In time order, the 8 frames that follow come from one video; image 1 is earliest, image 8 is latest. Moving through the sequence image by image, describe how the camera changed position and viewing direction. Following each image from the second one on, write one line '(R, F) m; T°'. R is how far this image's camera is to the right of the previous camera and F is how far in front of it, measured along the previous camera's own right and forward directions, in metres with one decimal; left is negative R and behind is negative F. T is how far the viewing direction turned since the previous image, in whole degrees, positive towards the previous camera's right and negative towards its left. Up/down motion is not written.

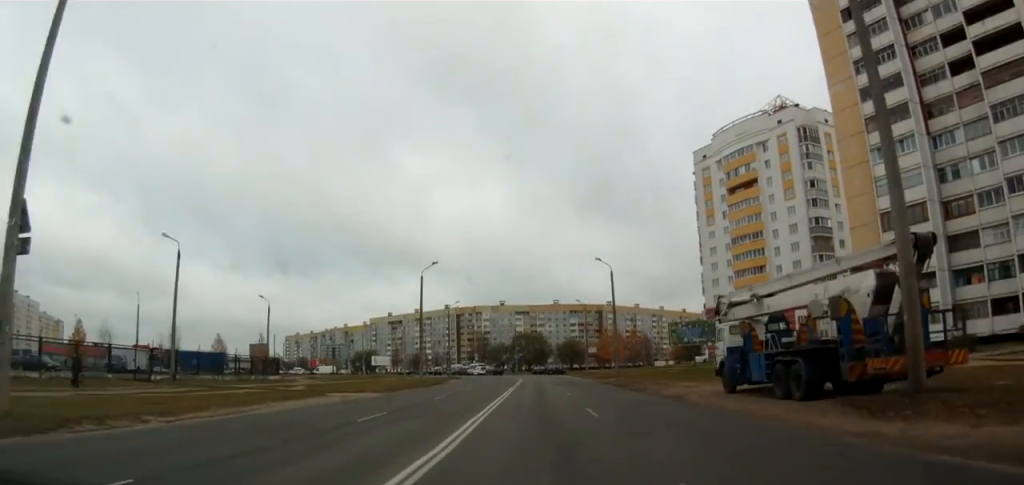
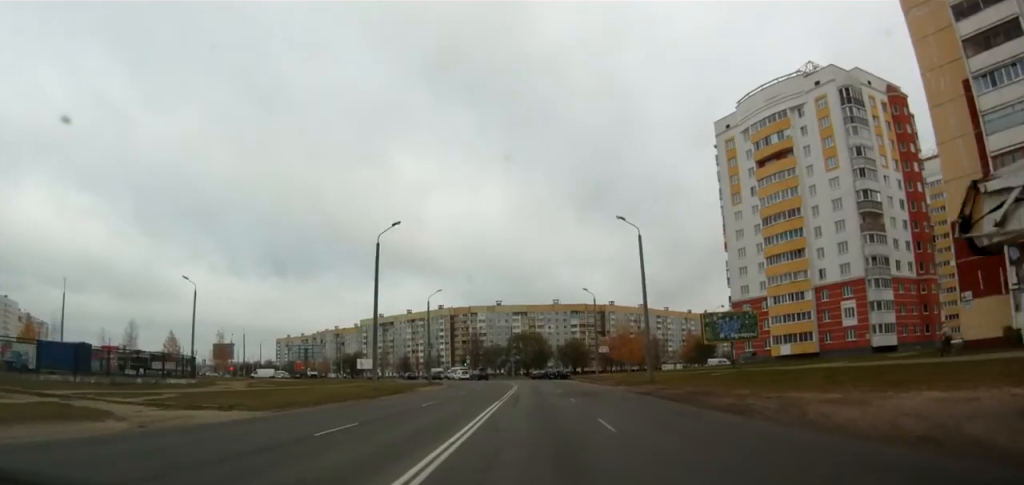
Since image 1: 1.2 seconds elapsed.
(+0.2, +15.7) m; 0°
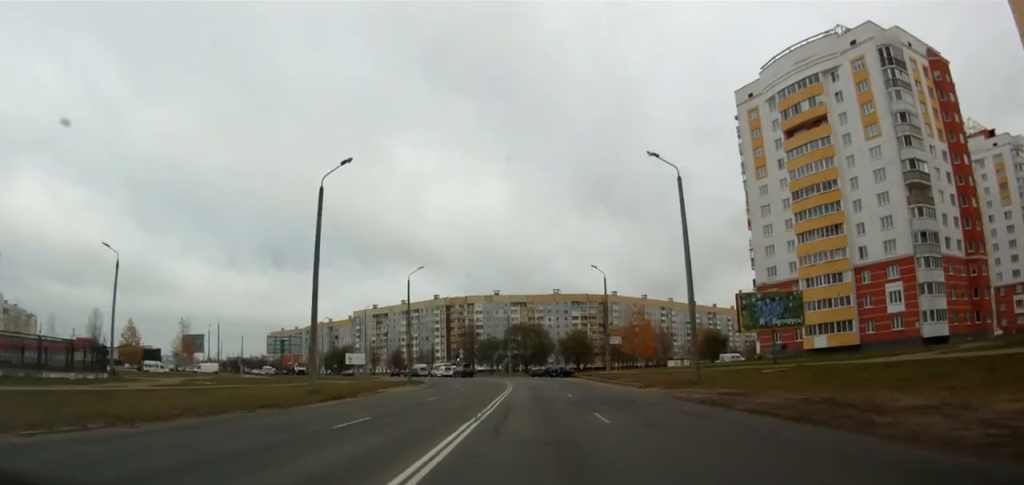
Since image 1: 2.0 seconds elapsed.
(-0.2, +11.6) m; -1°
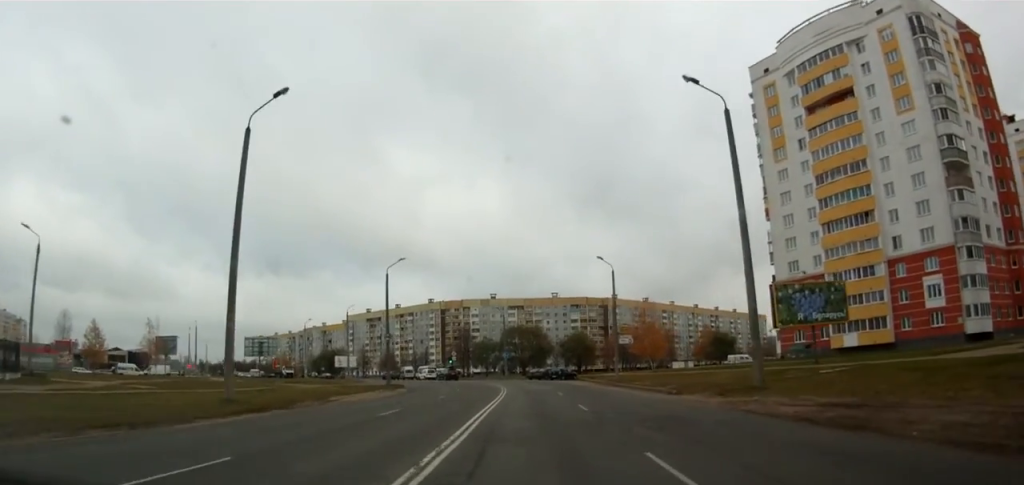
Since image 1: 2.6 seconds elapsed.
(-0.1, +8.4) m; 0°
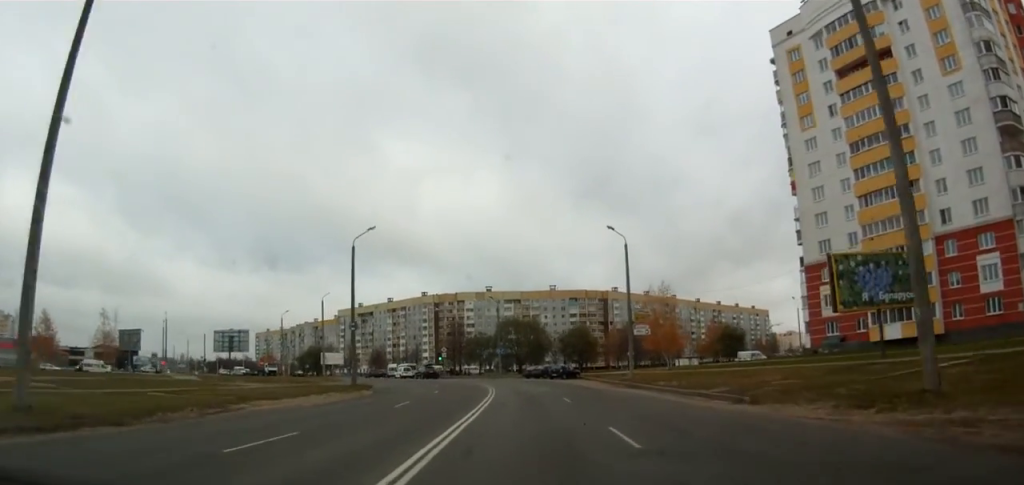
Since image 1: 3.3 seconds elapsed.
(0.0, +10.1) m; +1°
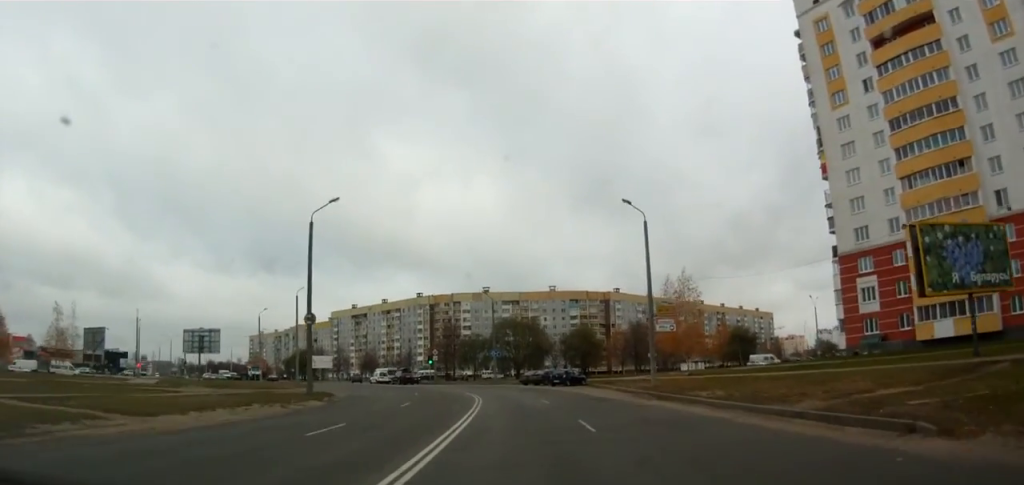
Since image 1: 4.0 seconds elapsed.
(+0.1, +8.8) m; +1°
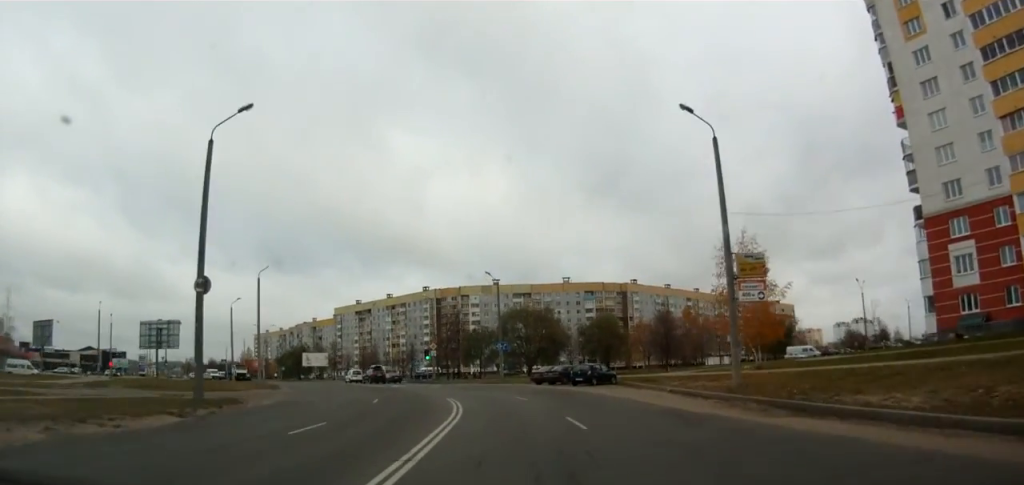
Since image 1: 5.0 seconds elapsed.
(+0.1, +13.5) m; -1°
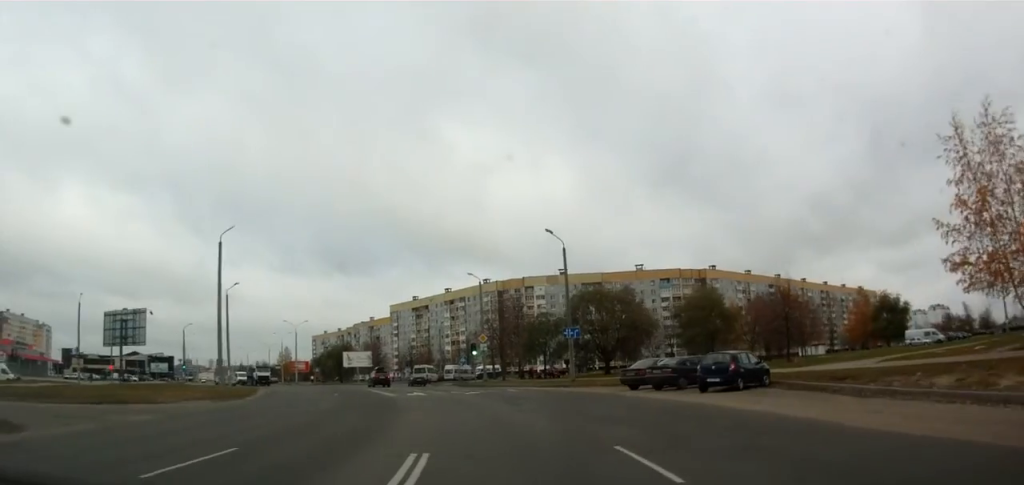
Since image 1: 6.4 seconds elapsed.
(-0.7, +18.9) m; -5°
